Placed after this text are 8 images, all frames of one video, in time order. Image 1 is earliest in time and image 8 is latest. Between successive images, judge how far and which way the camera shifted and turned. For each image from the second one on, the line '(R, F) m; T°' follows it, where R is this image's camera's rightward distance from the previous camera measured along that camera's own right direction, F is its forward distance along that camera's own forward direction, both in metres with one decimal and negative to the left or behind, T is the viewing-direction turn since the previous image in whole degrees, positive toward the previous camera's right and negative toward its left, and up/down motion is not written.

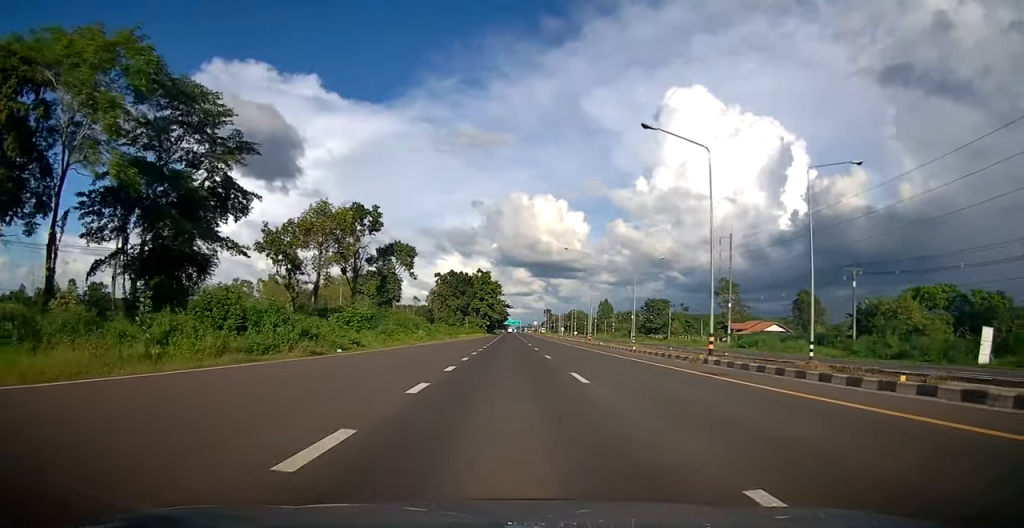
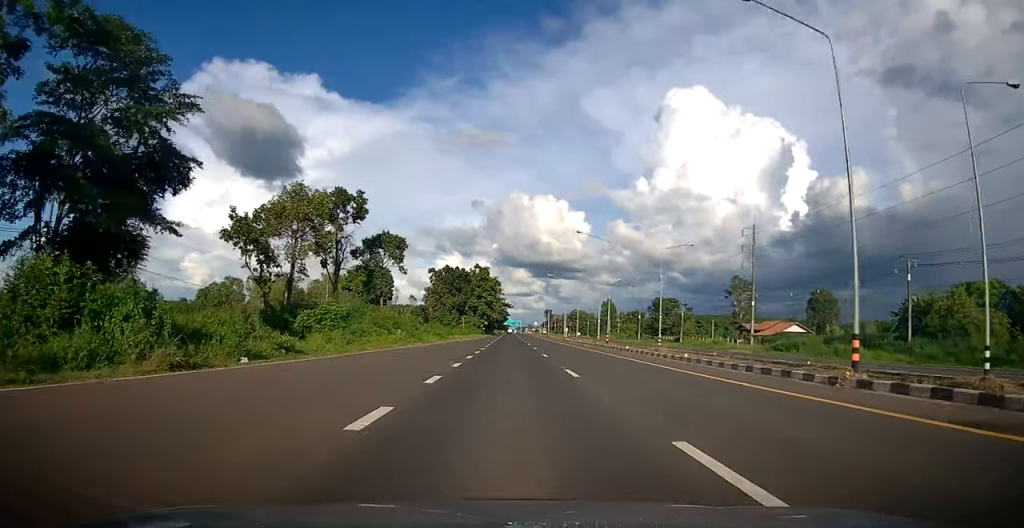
(0.0, +10.2) m; 0°
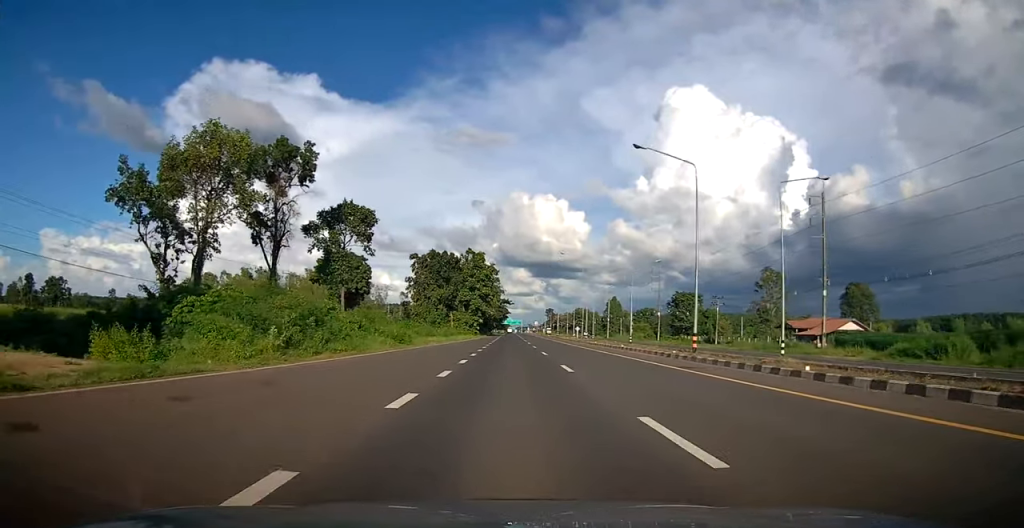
(+0.1, +20.8) m; +1°
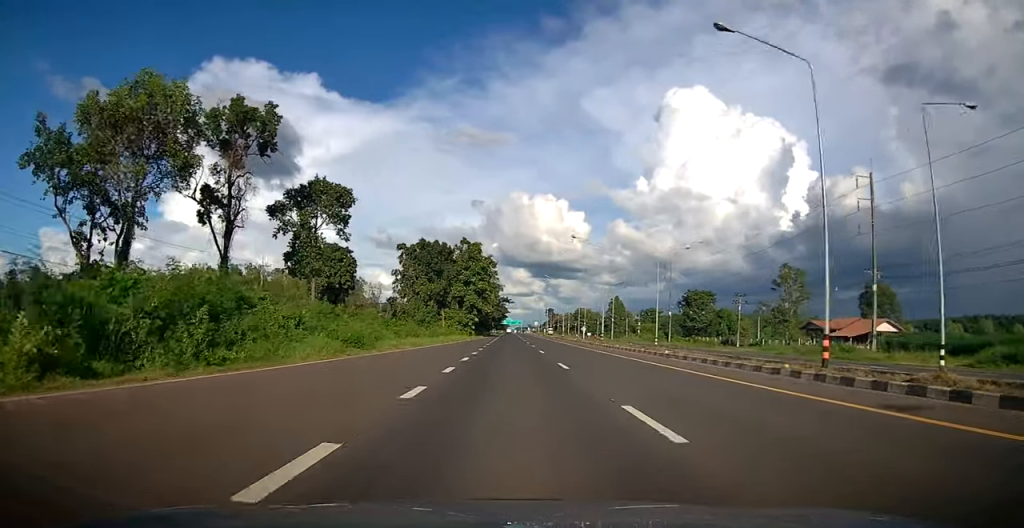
(+0.1, +10.3) m; 0°
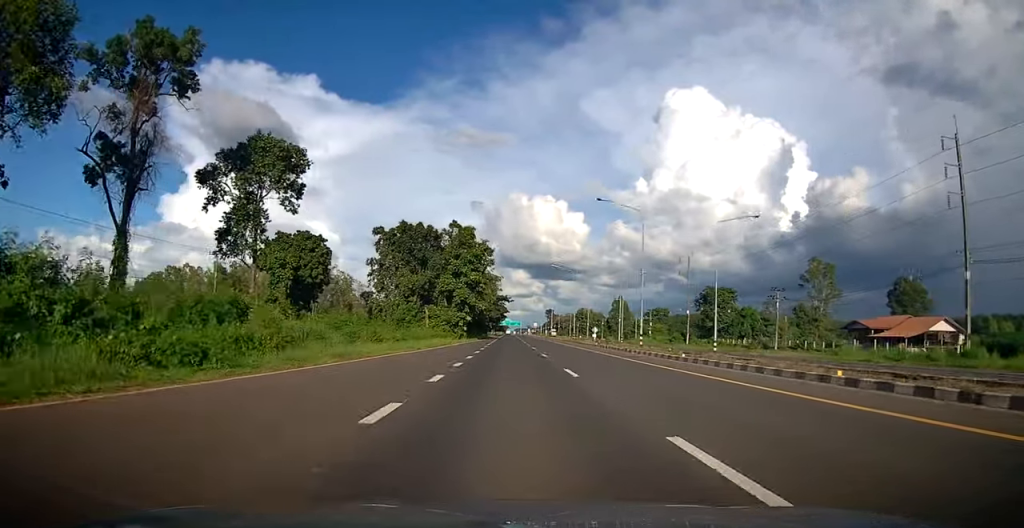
(+0.1, +14.0) m; 0°
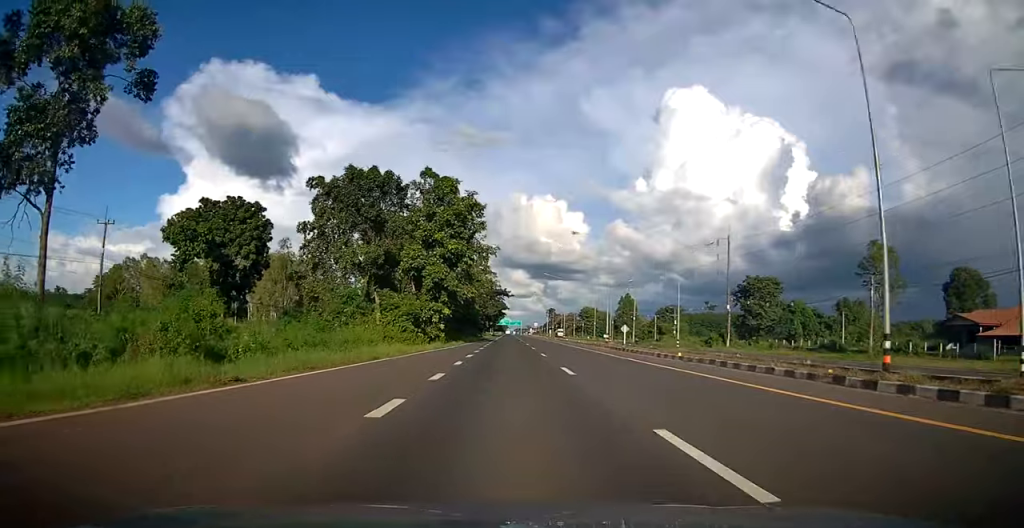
(-0.3, +23.5) m; 0°
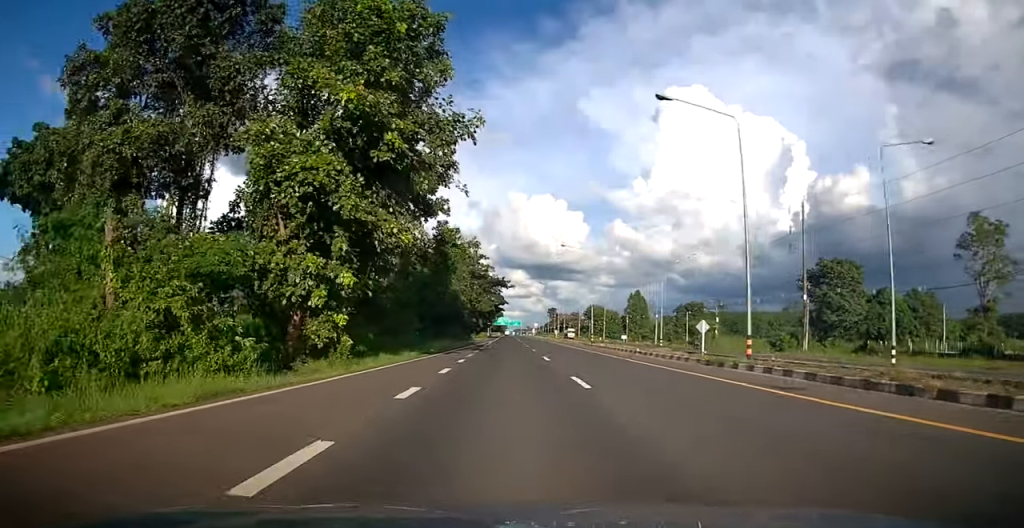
(+0.2, +29.5) m; +1°
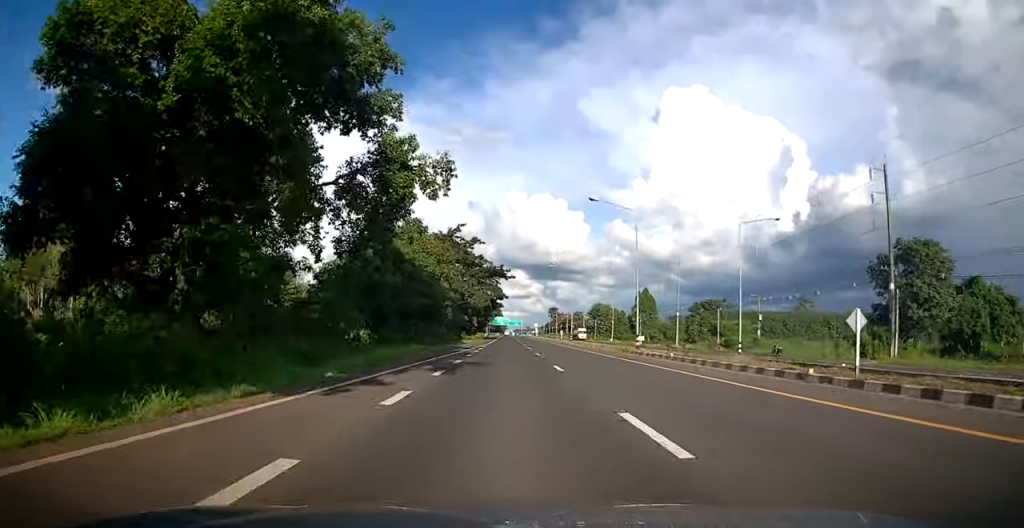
(+0.1, +21.4) m; 0°
